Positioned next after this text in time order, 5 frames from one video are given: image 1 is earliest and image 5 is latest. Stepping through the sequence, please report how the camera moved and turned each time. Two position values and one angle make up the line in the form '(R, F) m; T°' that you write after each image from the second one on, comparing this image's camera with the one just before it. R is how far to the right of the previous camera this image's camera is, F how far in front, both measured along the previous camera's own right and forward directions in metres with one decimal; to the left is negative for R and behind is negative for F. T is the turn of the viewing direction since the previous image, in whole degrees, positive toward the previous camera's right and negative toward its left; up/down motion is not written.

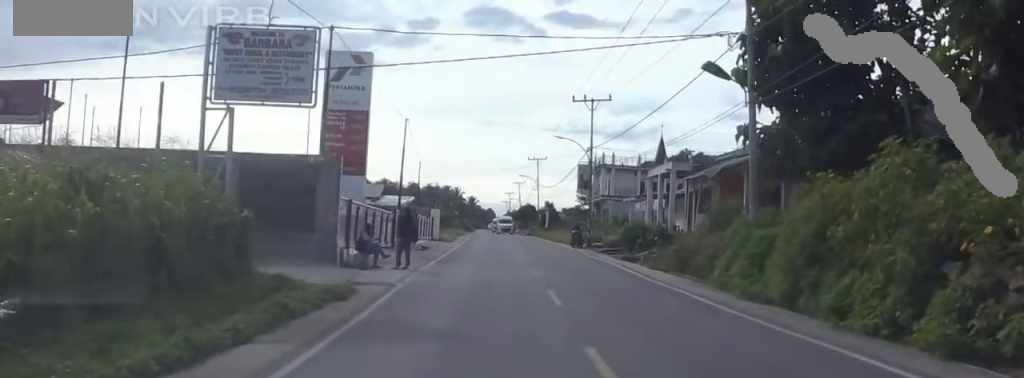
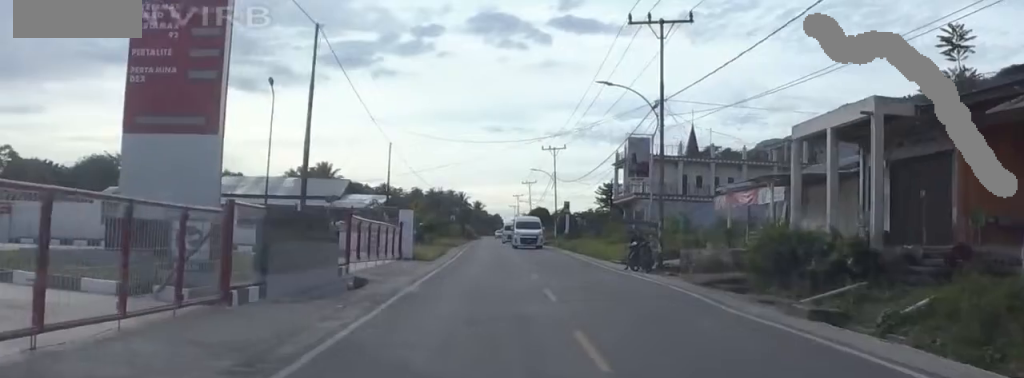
(-0.7, +23.2) m; 0°
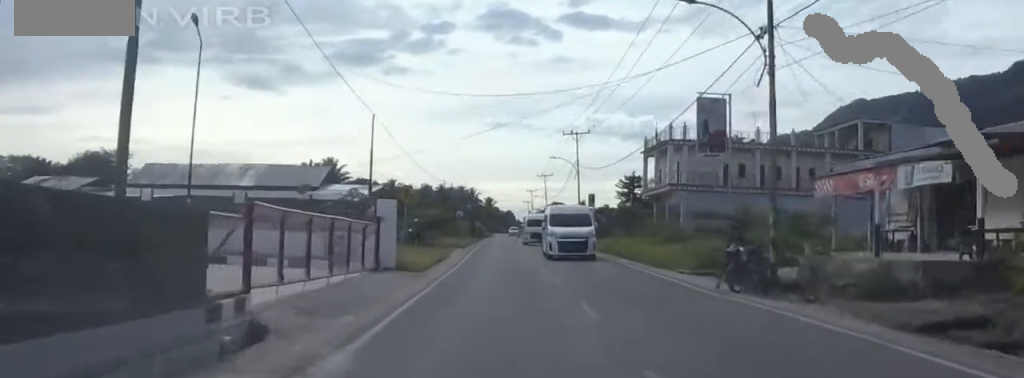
(+0.1, +11.9) m; -1°
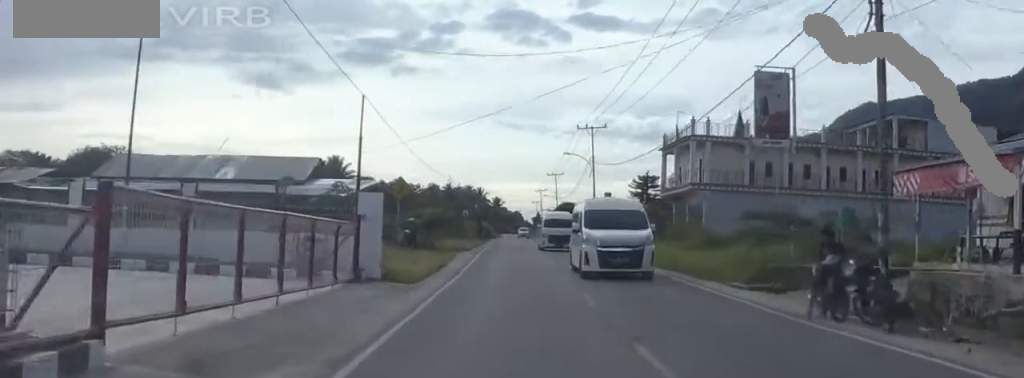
(+0.1, +5.7) m; -1°
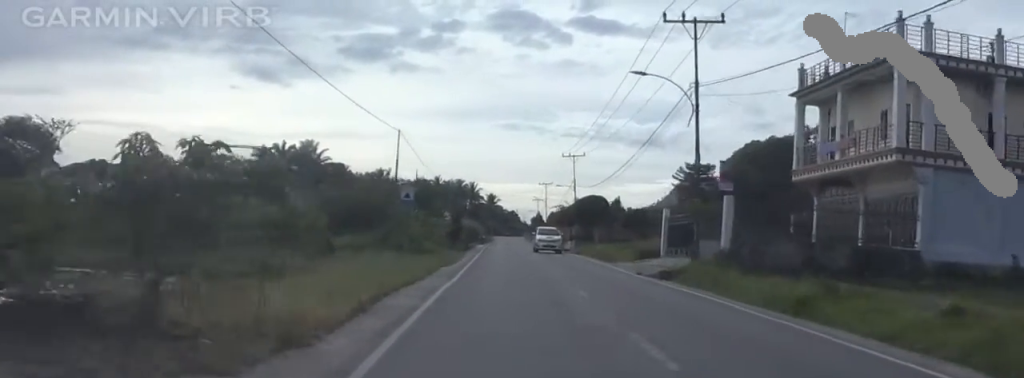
(+0.5, +39.7) m; +4°
